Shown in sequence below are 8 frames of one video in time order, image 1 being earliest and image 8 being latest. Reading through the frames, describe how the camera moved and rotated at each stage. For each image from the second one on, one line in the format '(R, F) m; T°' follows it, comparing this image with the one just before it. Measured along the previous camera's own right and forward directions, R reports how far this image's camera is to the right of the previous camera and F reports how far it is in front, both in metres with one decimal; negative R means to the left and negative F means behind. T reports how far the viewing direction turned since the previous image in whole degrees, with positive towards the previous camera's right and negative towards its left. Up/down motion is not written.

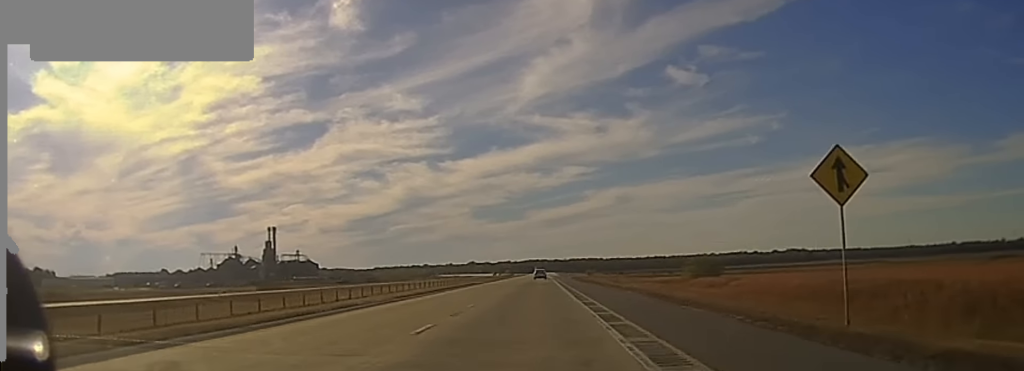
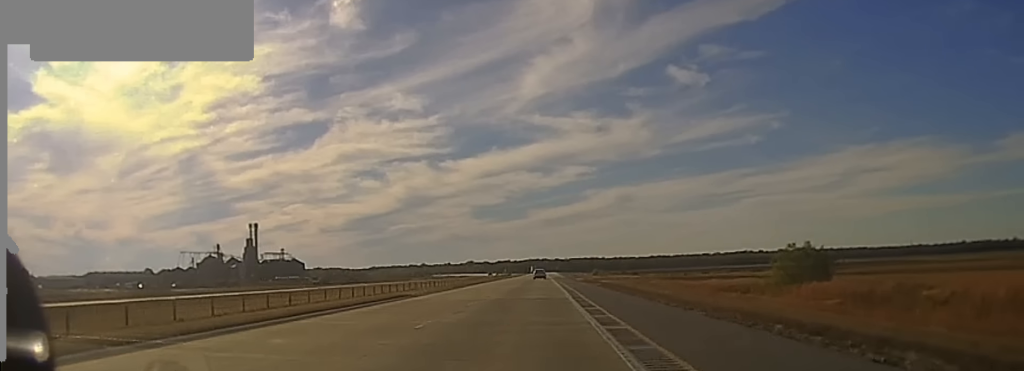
(0.0, +40.8) m; 0°
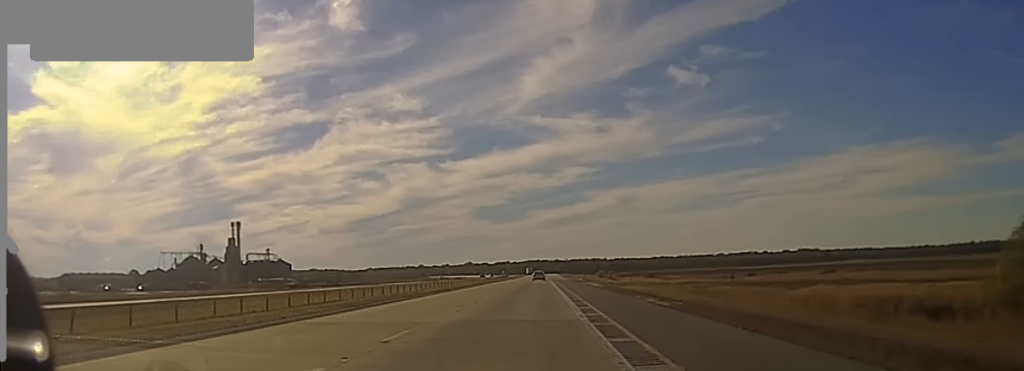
(0.0, +39.0) m; 0°
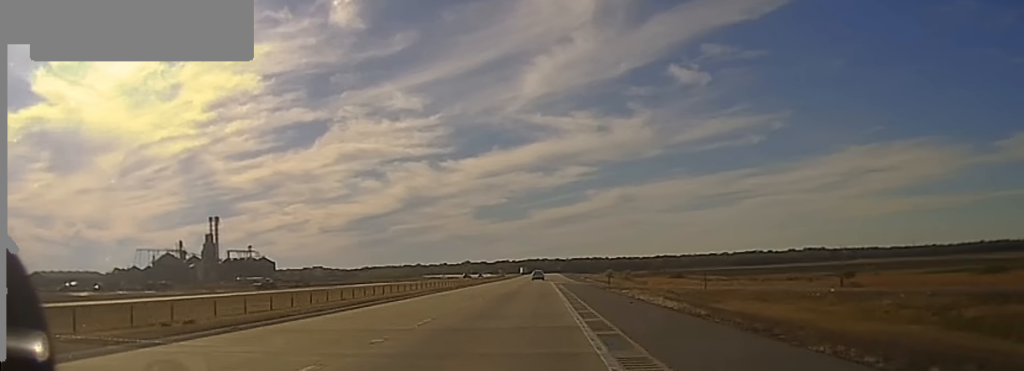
(0.0, +49.7) m; 0°
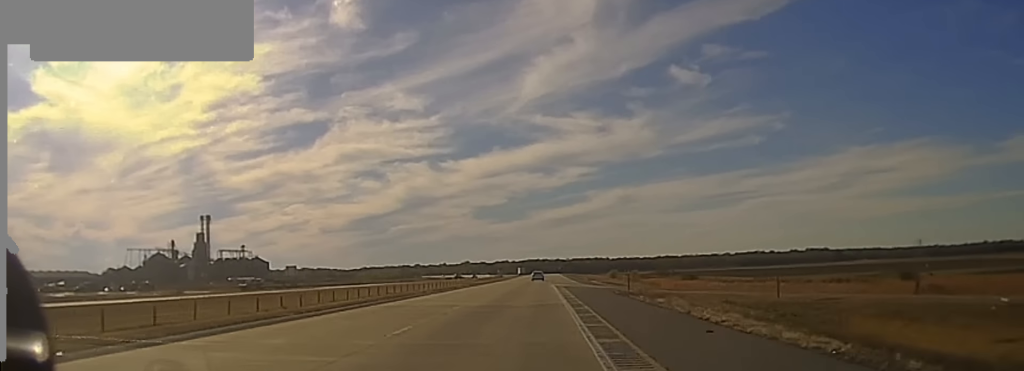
(0.0, +16.9) m; 0°
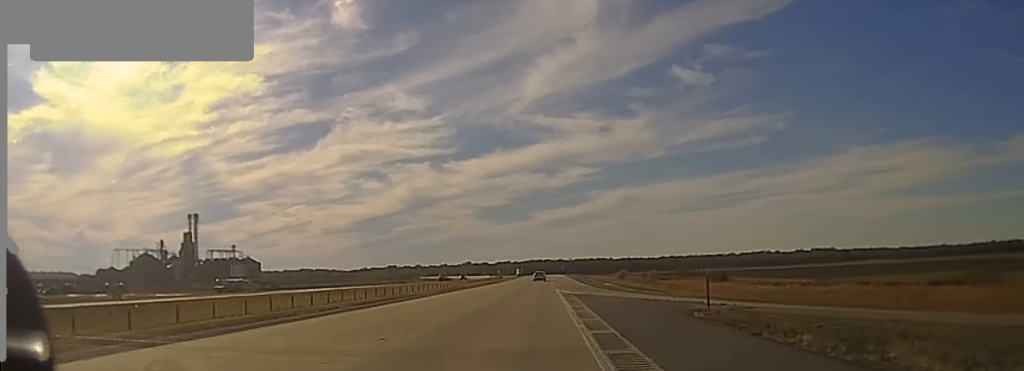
(0.0, +26.1) m; 0°
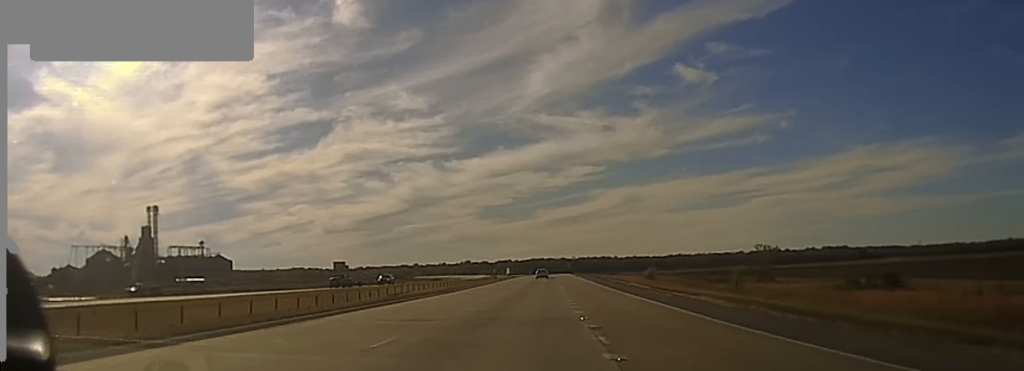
(0.0, +59.3) m; 0°
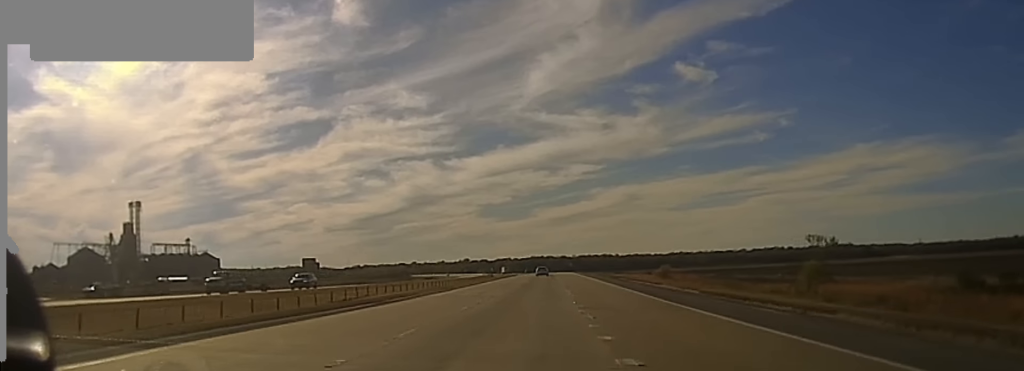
(0.0, +19.4) m; 0°
